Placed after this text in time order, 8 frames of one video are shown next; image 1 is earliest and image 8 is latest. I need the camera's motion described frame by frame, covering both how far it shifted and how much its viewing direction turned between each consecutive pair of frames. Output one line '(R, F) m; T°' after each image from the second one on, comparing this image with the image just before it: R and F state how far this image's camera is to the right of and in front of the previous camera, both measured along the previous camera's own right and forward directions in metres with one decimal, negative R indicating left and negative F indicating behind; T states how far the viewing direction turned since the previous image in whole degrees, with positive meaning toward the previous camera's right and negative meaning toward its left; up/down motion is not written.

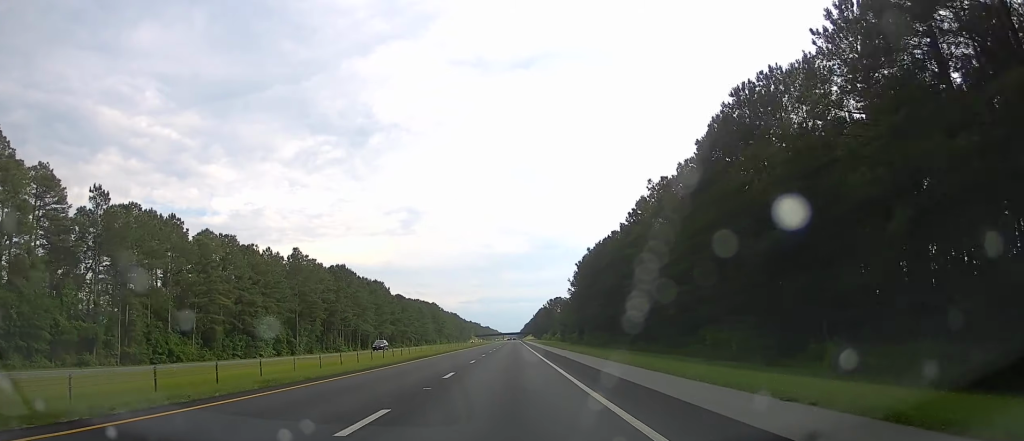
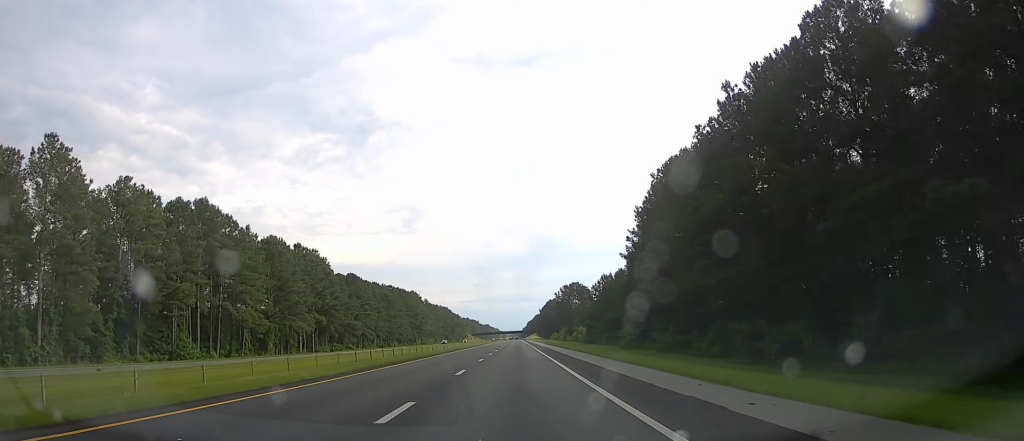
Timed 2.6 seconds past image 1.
(0.0, +84.6) m; 0°
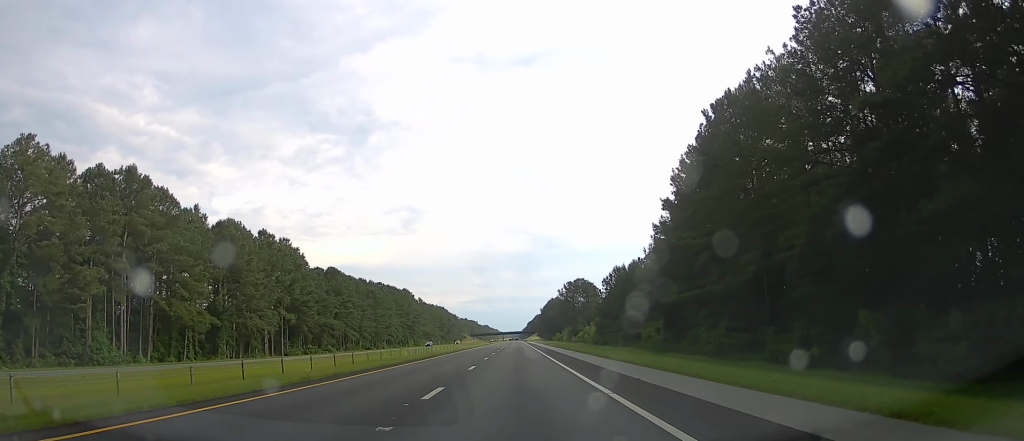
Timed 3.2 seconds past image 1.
(+0.3, +20.5) m; 0°
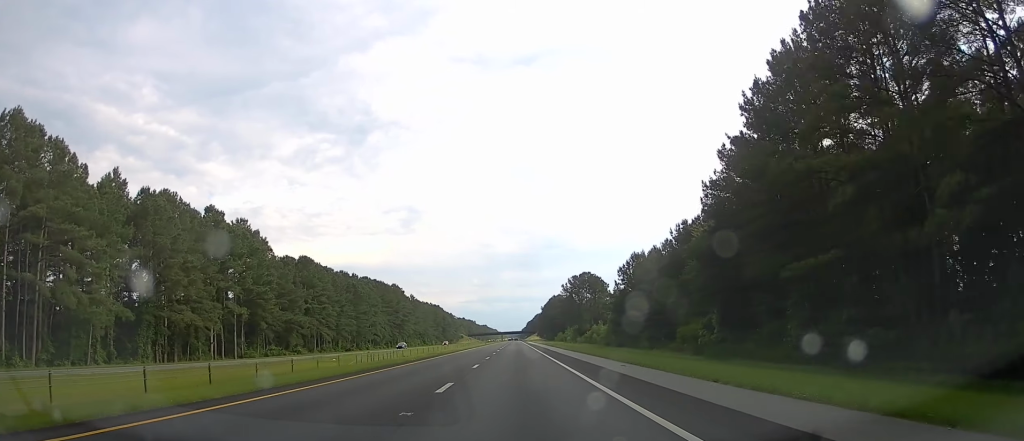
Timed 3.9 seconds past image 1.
(-0.2, +22.6) m; 0°
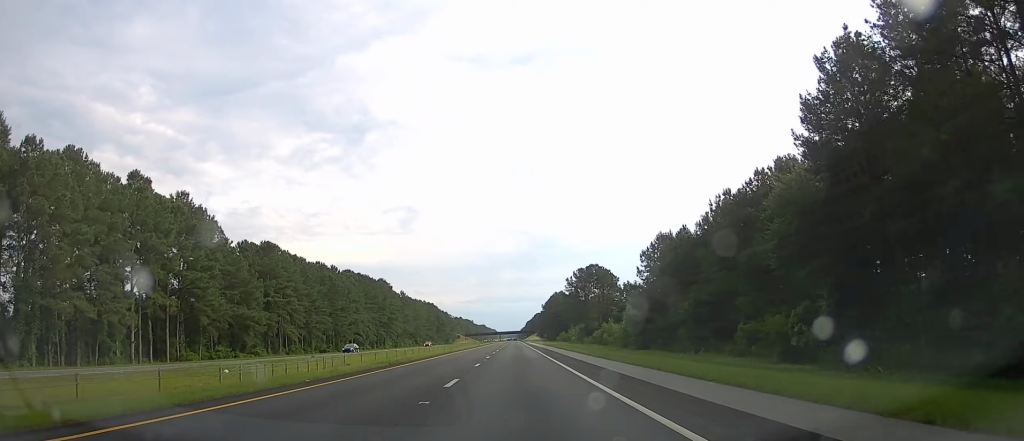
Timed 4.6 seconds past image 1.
(0.0, +22.6) m; 0°
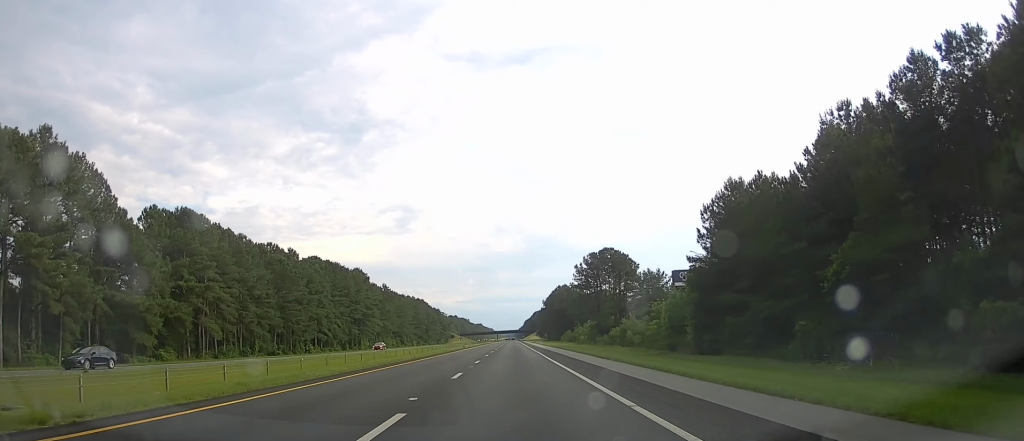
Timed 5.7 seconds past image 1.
(+0.2, +33.4) m; 0°
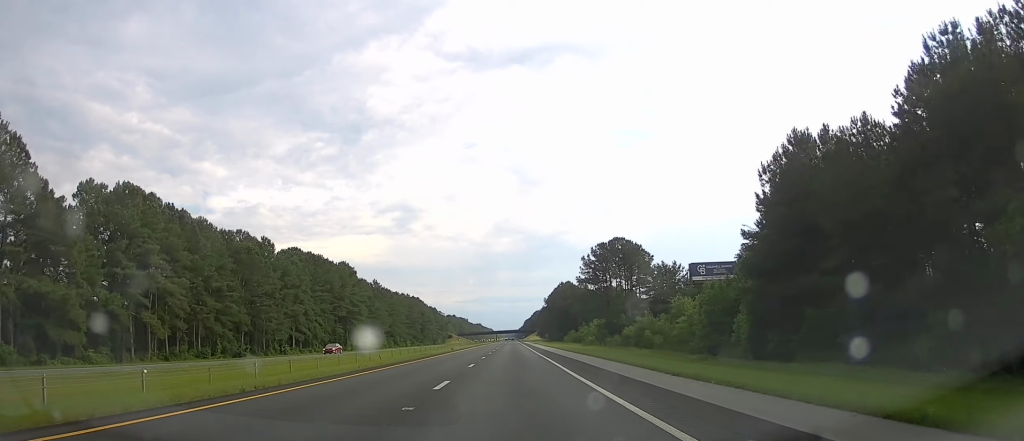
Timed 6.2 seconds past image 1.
(-0.2, +16.2) m; 0°
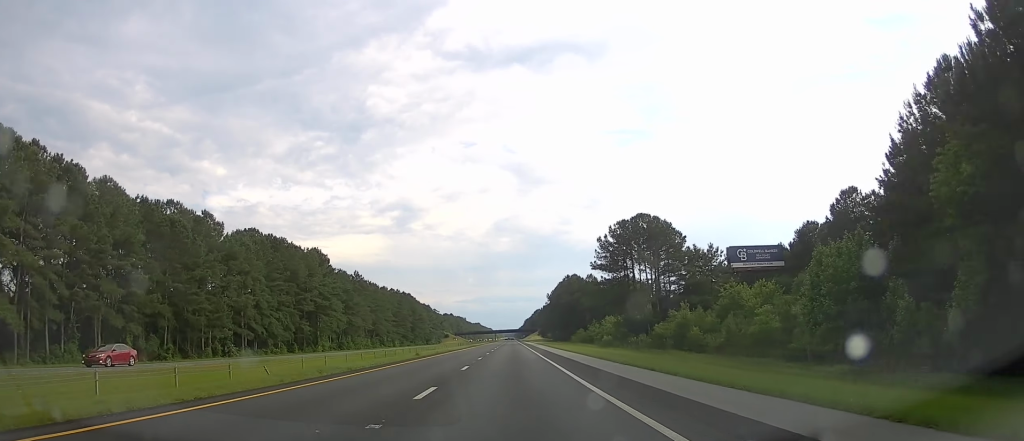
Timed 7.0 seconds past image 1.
(+0.2, +27.1) m; +1°
